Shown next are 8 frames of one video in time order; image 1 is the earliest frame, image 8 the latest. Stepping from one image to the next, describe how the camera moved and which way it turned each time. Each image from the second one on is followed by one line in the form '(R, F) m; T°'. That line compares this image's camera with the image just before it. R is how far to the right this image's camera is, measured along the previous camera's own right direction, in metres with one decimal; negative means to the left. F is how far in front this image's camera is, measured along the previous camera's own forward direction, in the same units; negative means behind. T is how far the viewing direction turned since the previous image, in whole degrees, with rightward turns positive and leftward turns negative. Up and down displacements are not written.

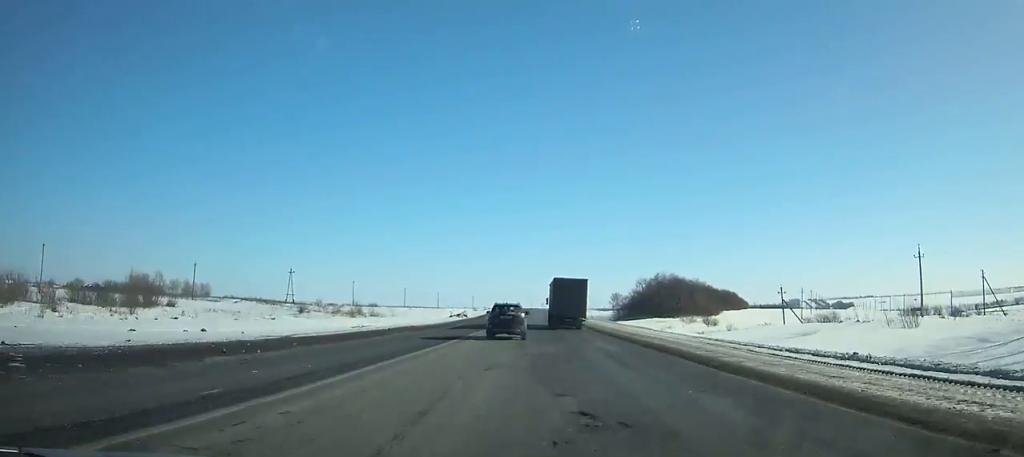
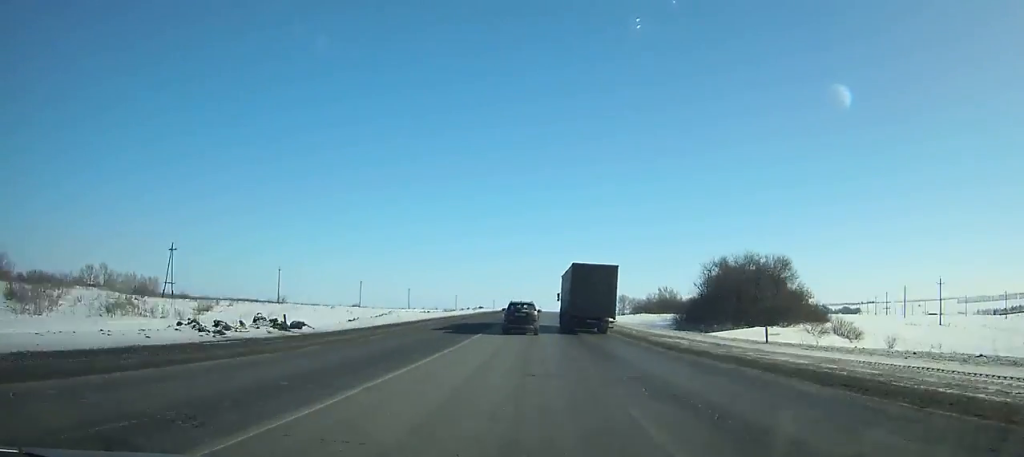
(-0.2, +60.9) m; +1°
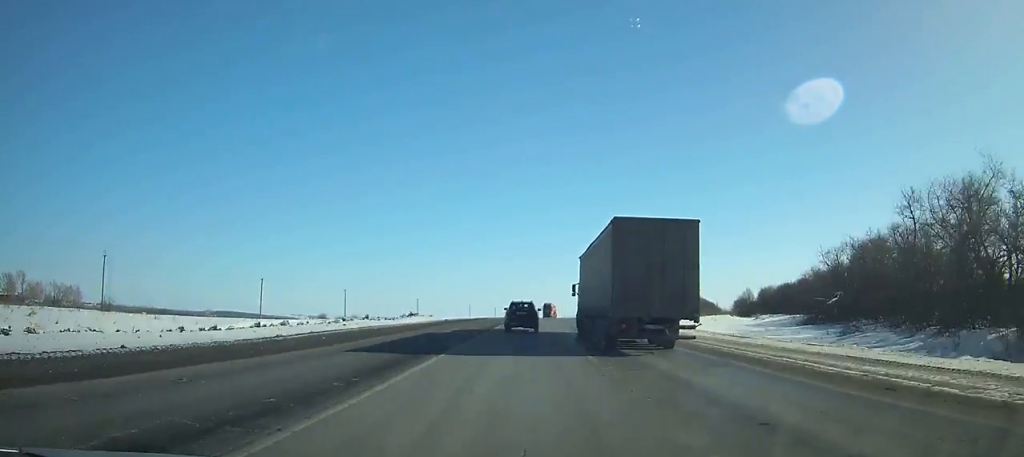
(+0.8, +61.3) m; +2°
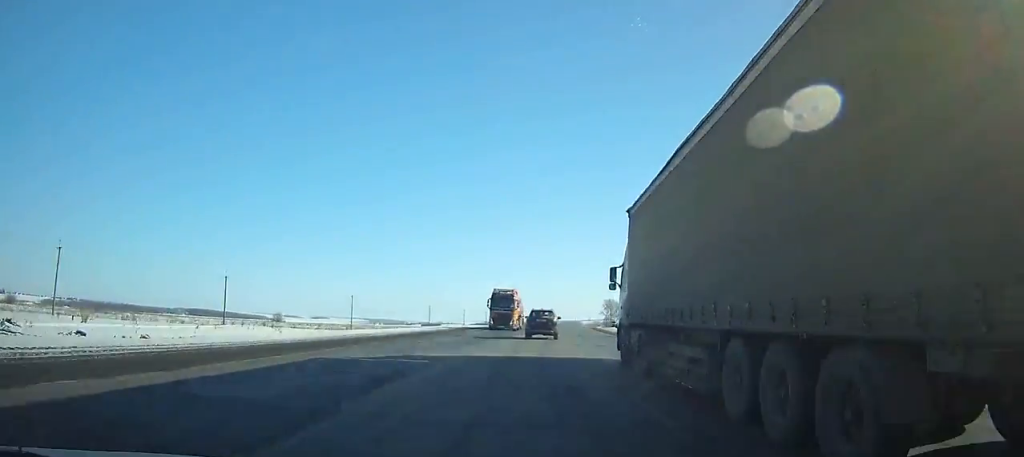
(+1.0, +55.0) m; +3°
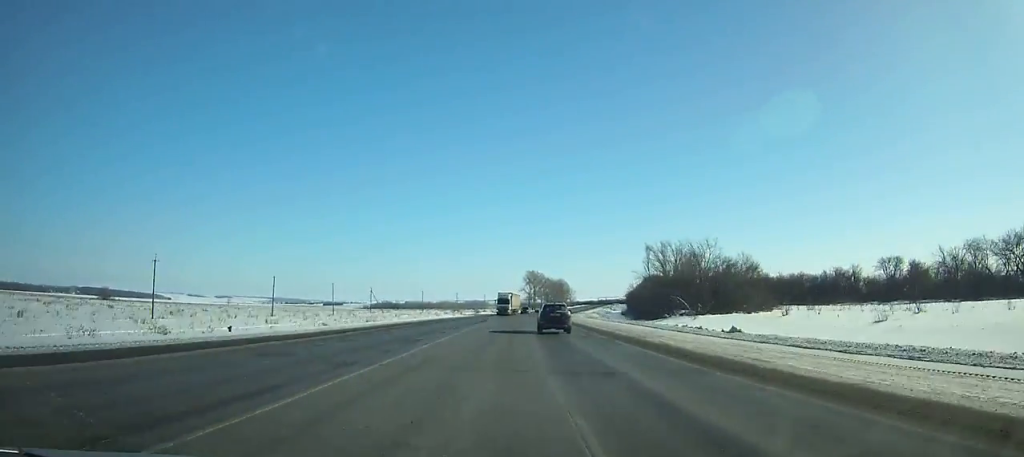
(+6.6, +120.2) m; +7°
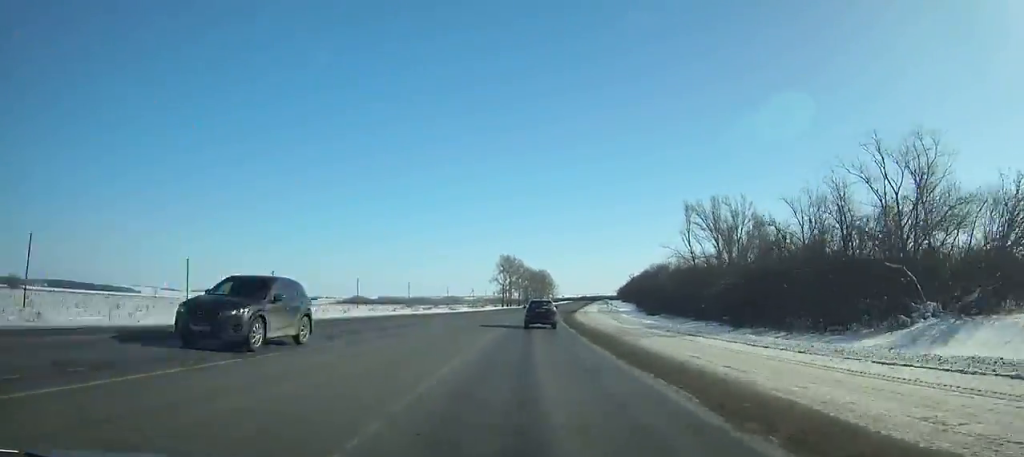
(+2.9, +67.4) m; +4°
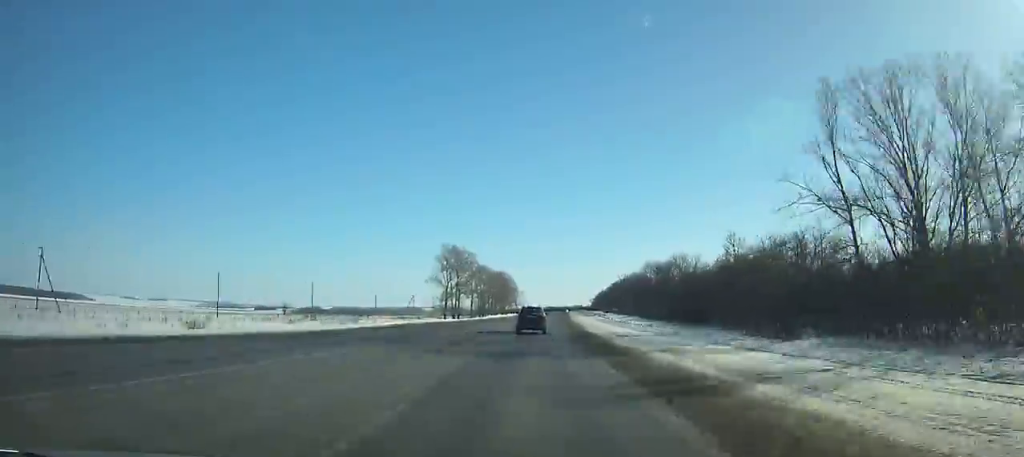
(+2.0, +67.3) m; +3°
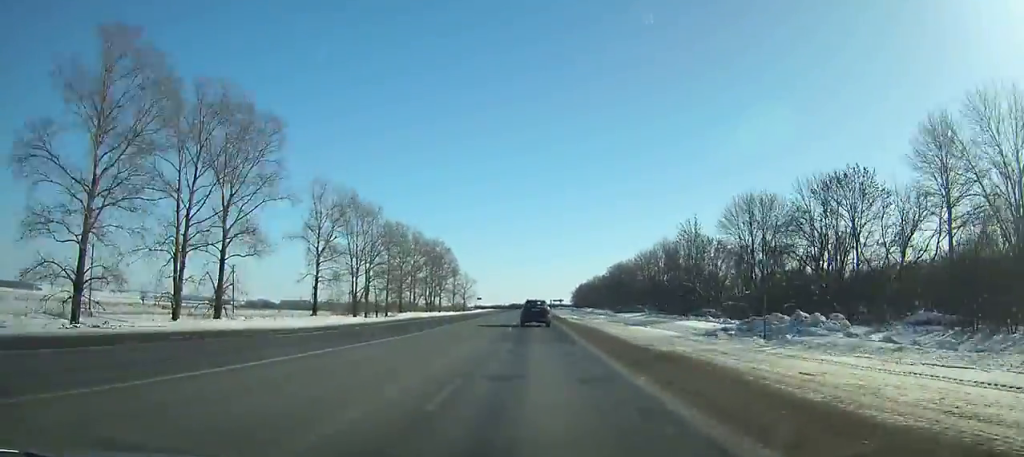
(+4.2, +115.6) m; +3°
